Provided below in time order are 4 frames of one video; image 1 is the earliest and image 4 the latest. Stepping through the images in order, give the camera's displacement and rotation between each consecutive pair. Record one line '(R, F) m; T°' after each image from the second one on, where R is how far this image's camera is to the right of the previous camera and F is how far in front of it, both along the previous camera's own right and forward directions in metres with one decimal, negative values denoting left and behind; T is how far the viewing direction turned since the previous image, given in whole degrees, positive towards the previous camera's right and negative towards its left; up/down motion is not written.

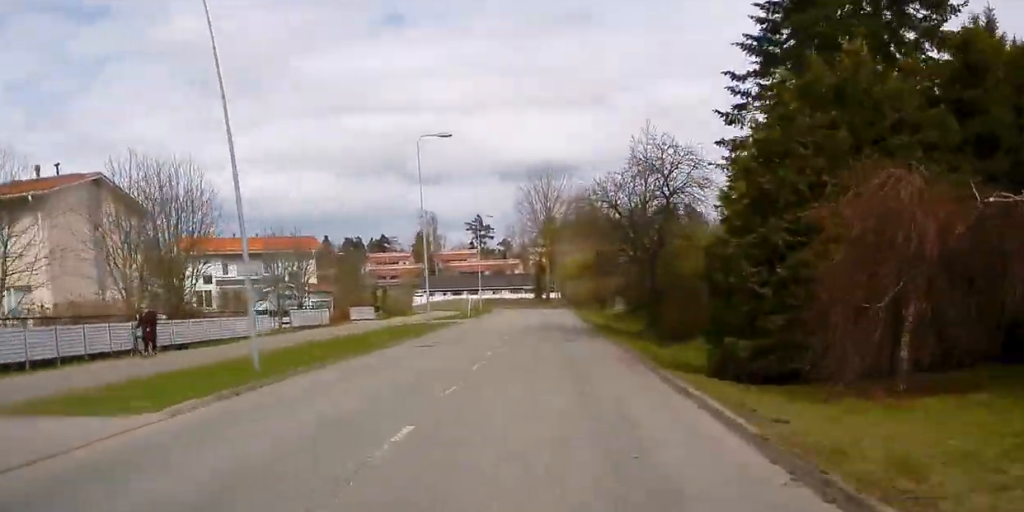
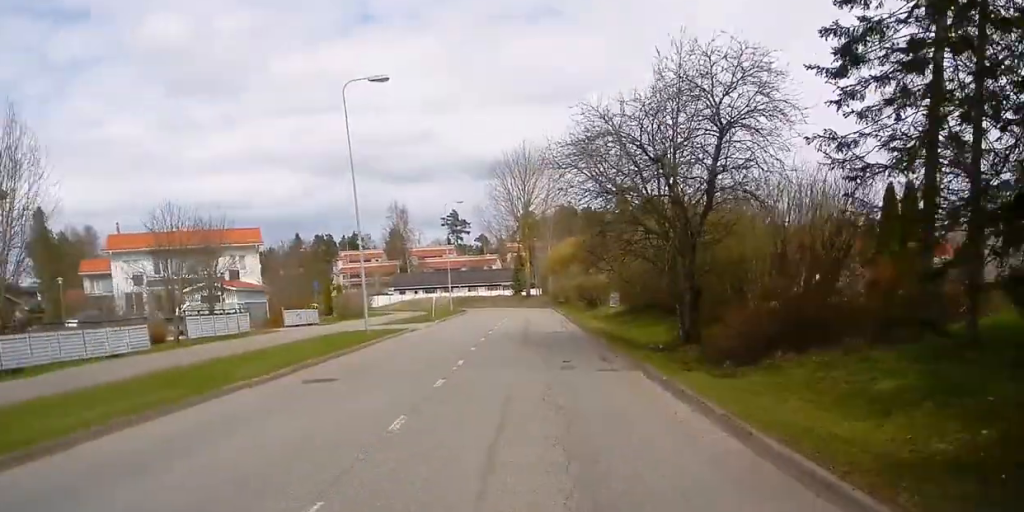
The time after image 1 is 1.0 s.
(+0.4, +11.1) m; +3°
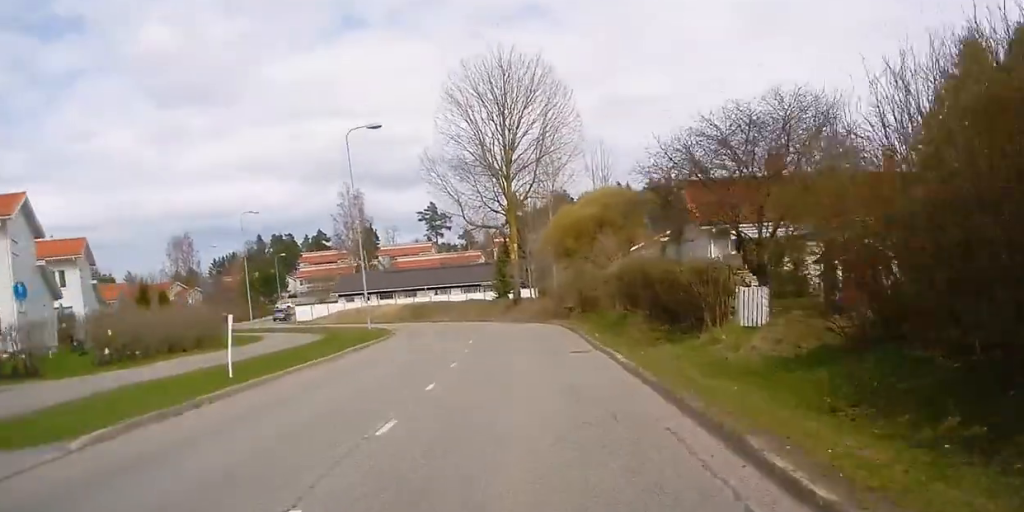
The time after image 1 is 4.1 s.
(+1.0, +35.0) m; -1°
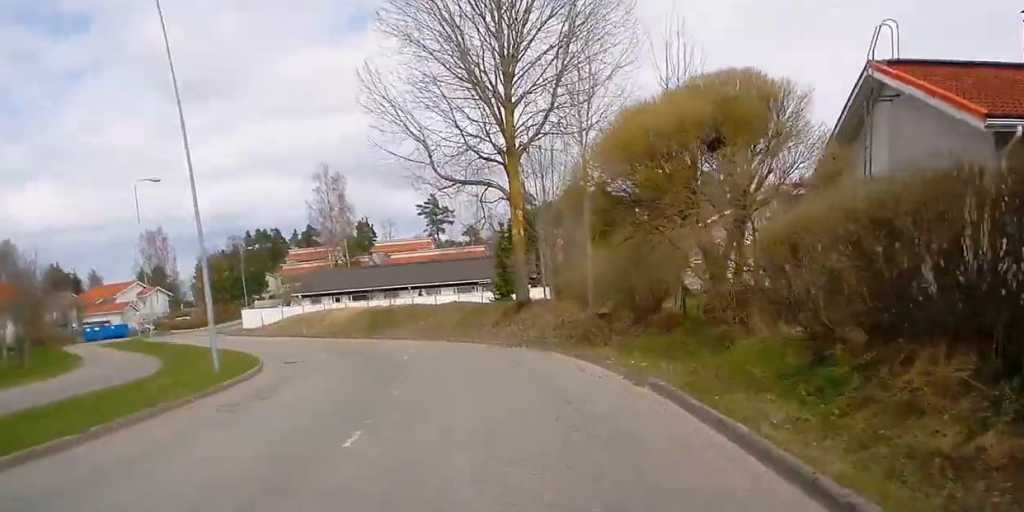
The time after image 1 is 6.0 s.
(-0.7, +20.4) m; -5°
